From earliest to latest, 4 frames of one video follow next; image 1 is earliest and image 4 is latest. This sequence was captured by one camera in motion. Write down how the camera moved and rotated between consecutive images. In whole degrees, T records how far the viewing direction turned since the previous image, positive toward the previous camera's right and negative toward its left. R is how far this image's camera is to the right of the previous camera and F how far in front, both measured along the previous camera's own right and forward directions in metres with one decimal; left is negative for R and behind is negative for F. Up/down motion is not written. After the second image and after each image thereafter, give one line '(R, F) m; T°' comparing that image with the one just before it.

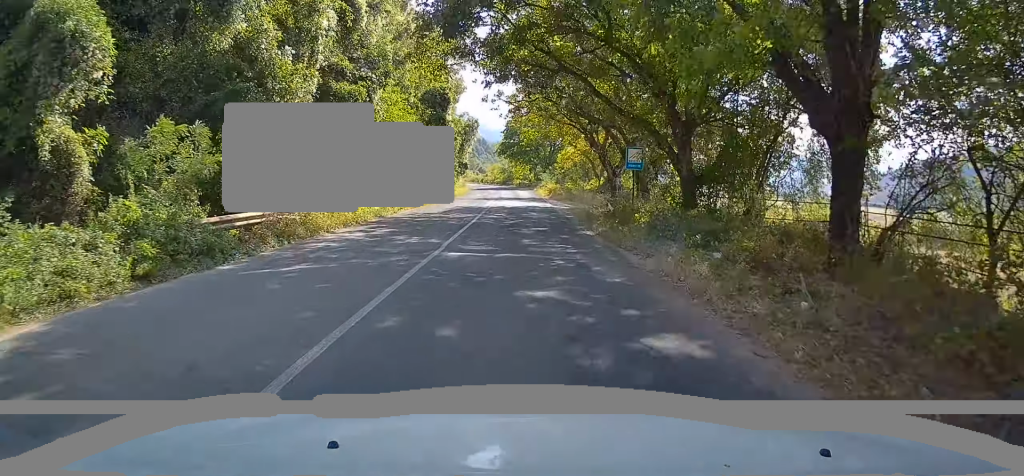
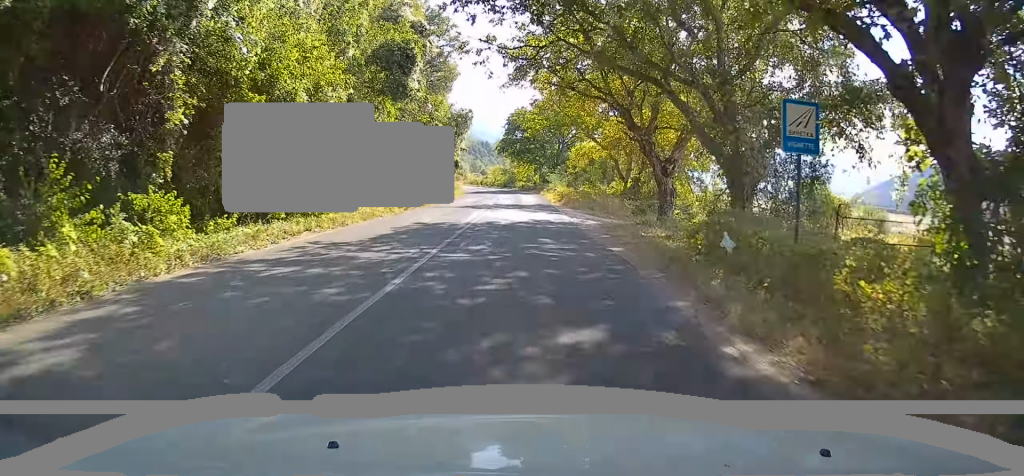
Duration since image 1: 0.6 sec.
(0.0, +12.5) m; -1°
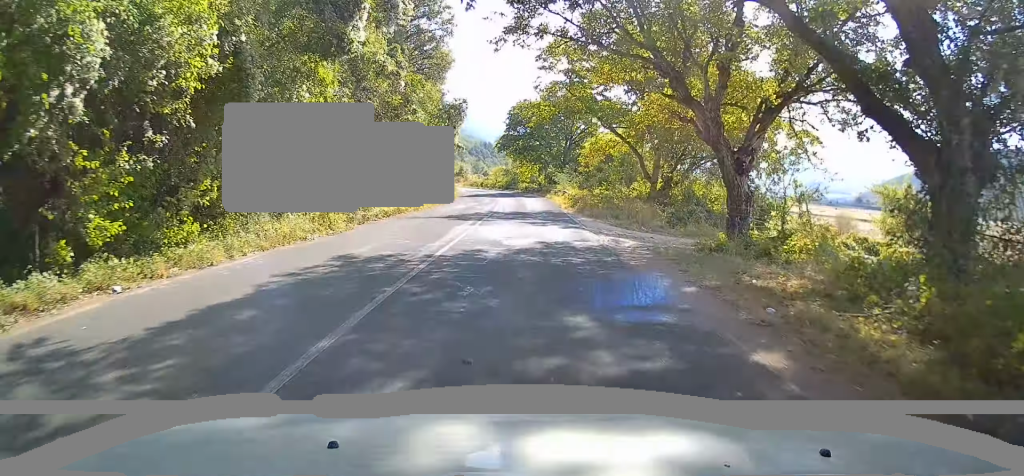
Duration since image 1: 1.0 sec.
(+0.1, +8.3) m; -1°
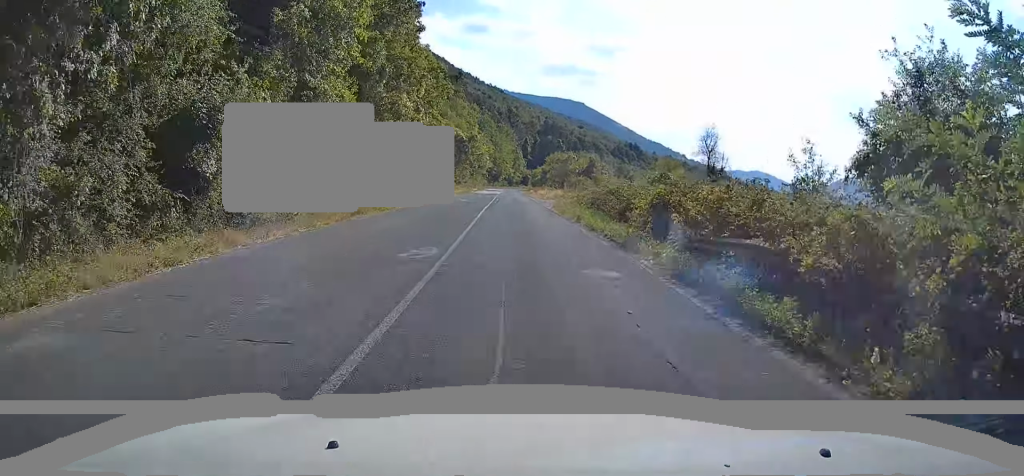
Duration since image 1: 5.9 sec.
(-5.5, +96.8) m; -11°
